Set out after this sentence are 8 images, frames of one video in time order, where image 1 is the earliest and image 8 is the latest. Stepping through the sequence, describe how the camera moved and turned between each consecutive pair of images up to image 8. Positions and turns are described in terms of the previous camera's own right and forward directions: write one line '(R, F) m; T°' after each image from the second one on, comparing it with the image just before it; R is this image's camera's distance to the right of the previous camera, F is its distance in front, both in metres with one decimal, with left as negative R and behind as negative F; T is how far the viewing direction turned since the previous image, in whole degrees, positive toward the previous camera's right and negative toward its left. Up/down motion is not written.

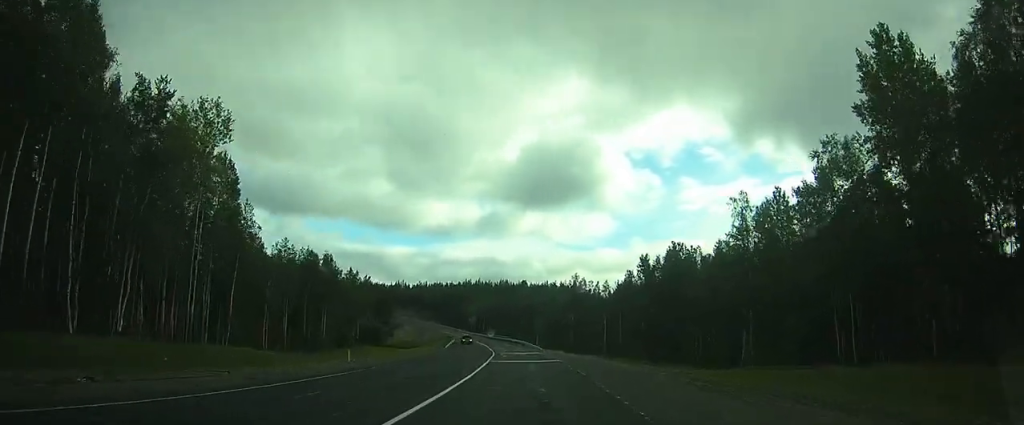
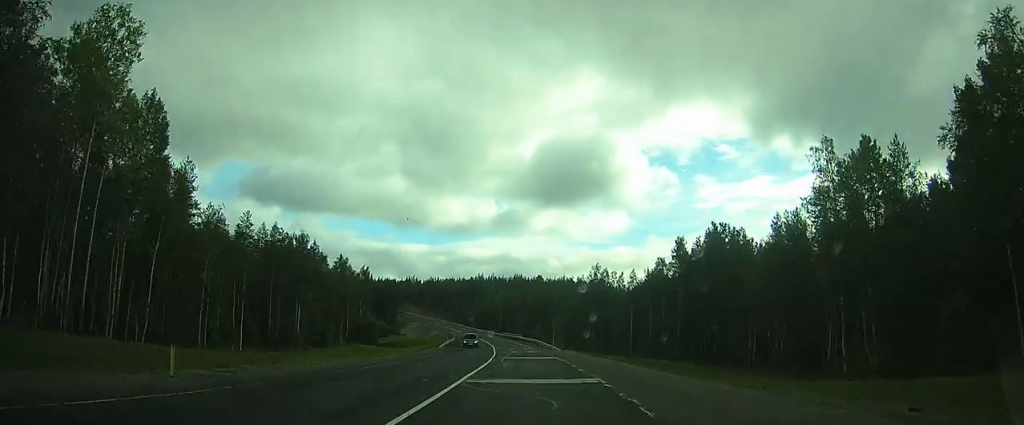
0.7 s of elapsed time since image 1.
(-0.5, +14.3) m; -2°
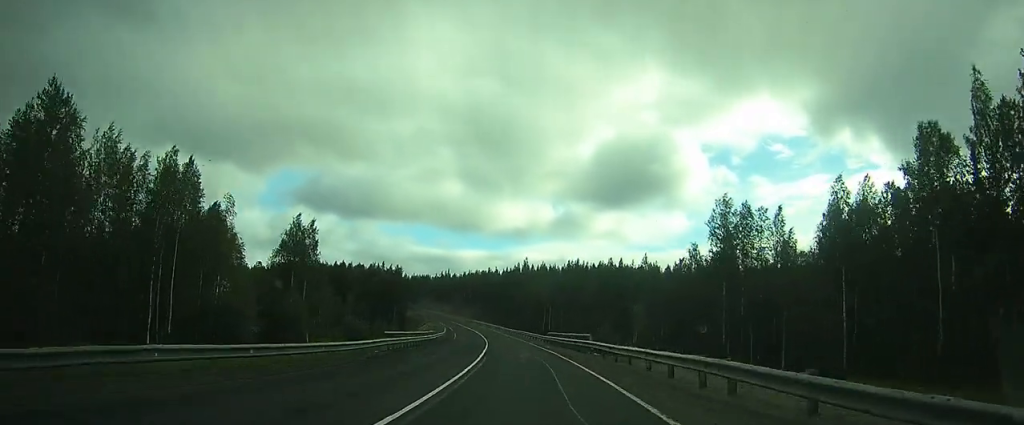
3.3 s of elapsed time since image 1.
(-10.2, +57.0) m; -14°
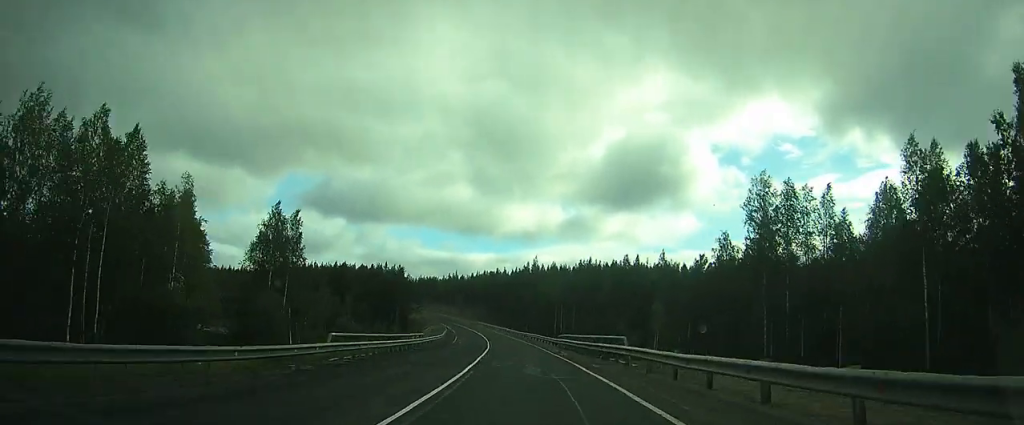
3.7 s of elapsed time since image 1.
(-0.1, +8.8) m; +1°
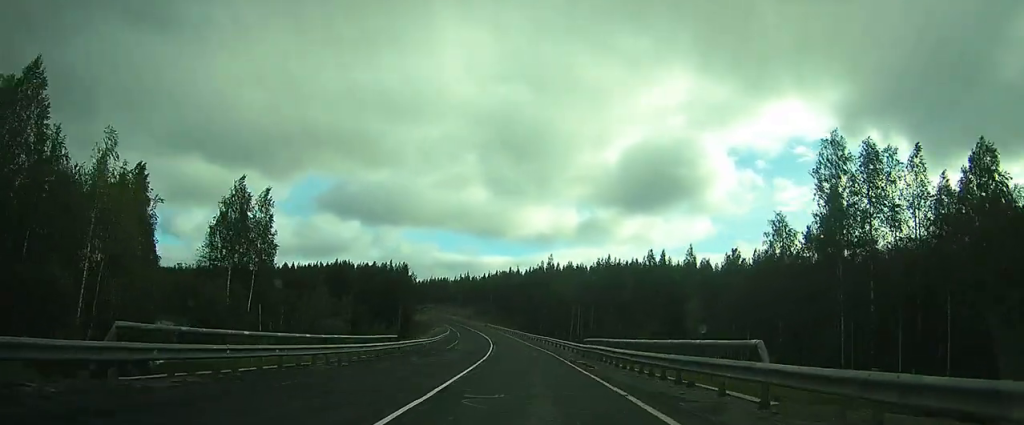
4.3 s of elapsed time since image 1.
(+0.5, +11.7) m; 0°
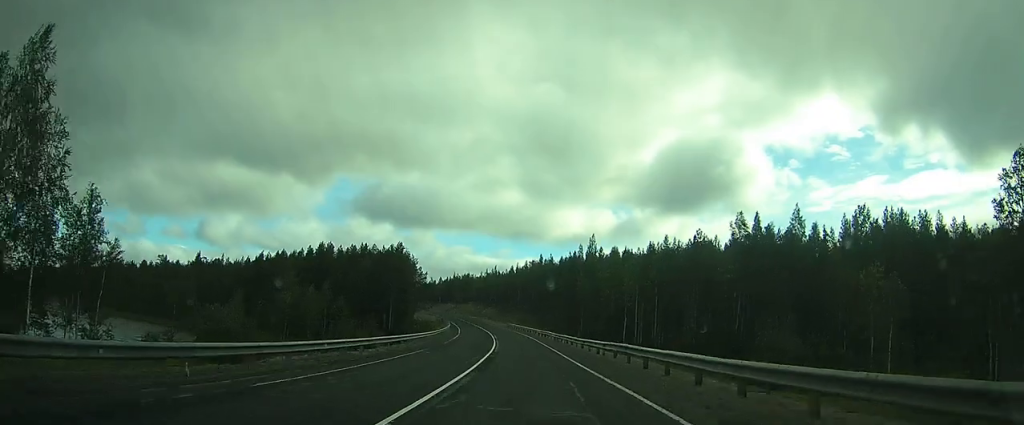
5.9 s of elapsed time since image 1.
(-0.5, +34.6) m; -2°
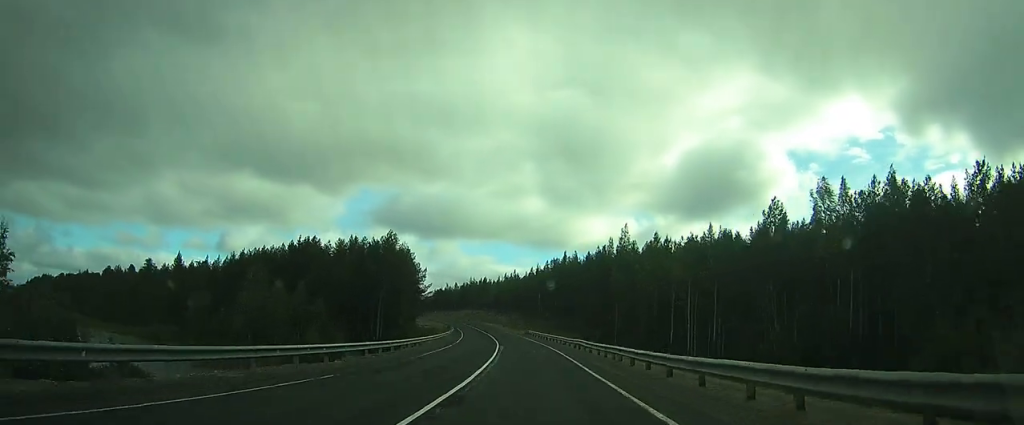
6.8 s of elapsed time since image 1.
(0.0, +19.1) m; 0°
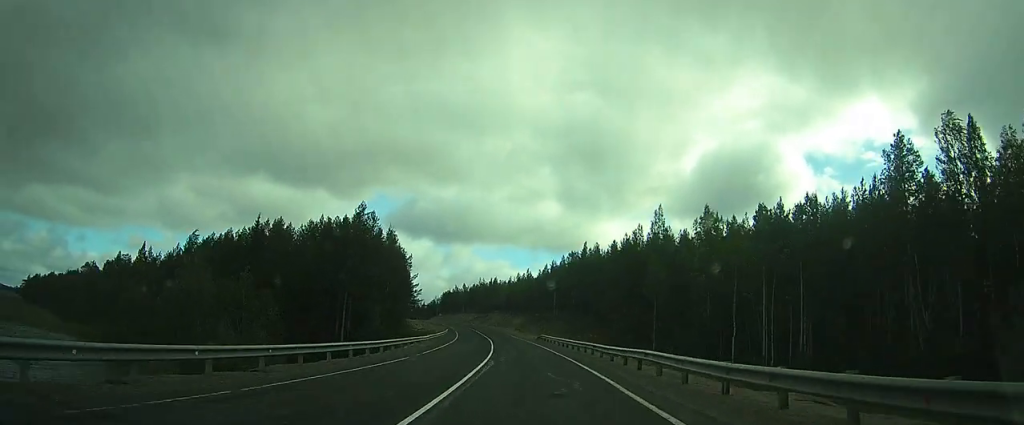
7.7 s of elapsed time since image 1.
(0.0, +19.0) m; 0°
